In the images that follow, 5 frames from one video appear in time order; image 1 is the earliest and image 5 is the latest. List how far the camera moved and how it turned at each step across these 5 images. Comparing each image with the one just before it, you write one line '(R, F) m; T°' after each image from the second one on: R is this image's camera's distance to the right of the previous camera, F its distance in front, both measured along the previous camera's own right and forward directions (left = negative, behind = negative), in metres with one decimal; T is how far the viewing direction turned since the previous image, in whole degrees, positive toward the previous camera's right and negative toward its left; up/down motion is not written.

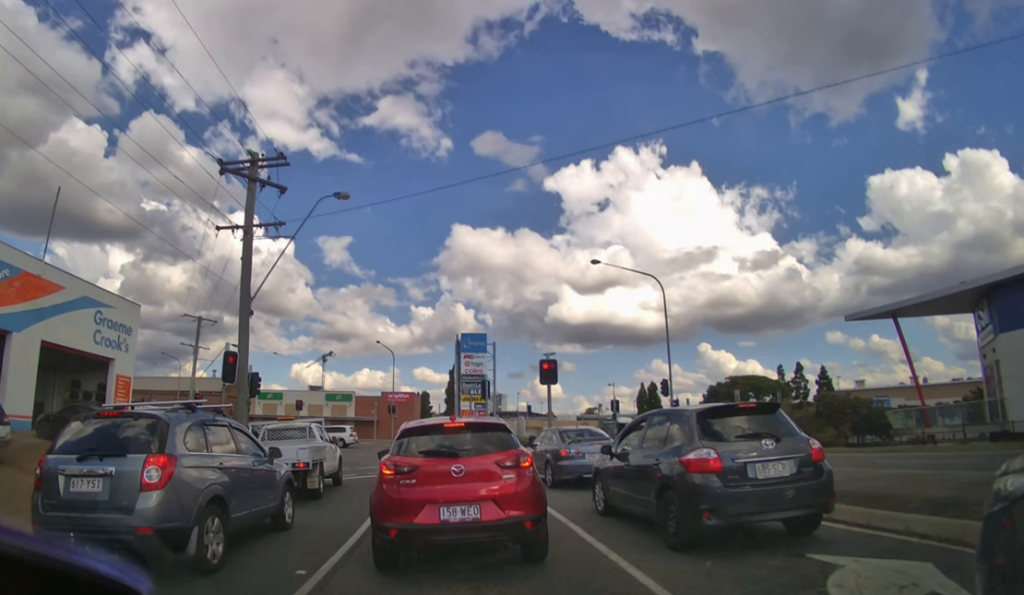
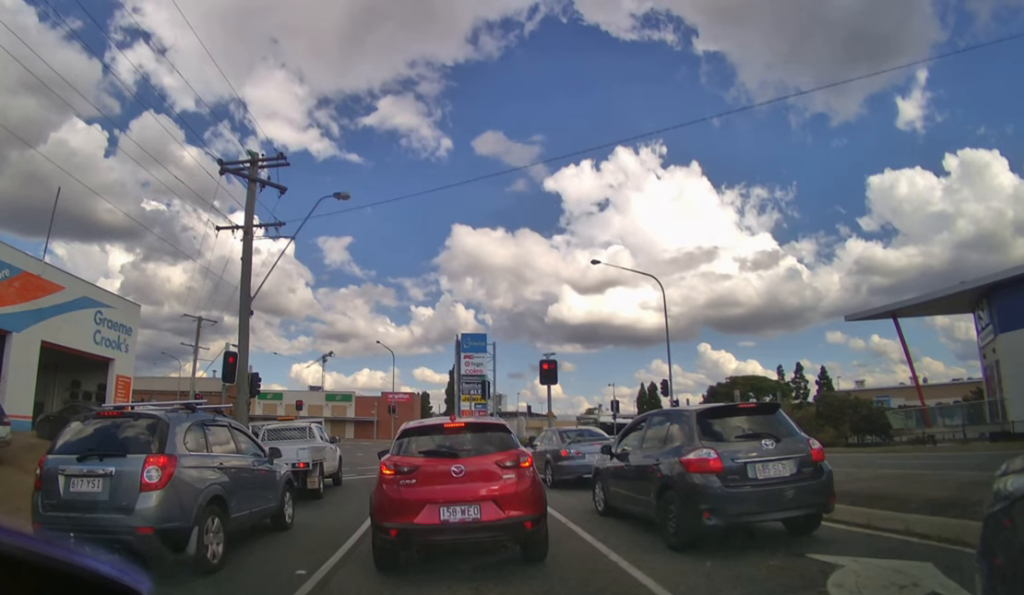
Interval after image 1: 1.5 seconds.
(0.0, +0.2) m; 0°
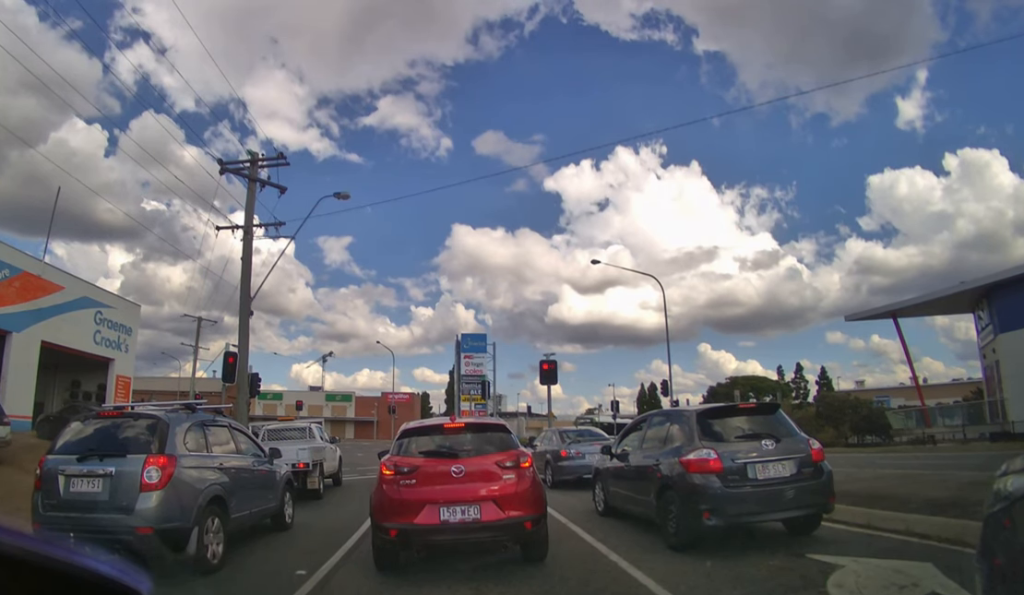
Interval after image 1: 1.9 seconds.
(0.0, 0.0) m; 0°
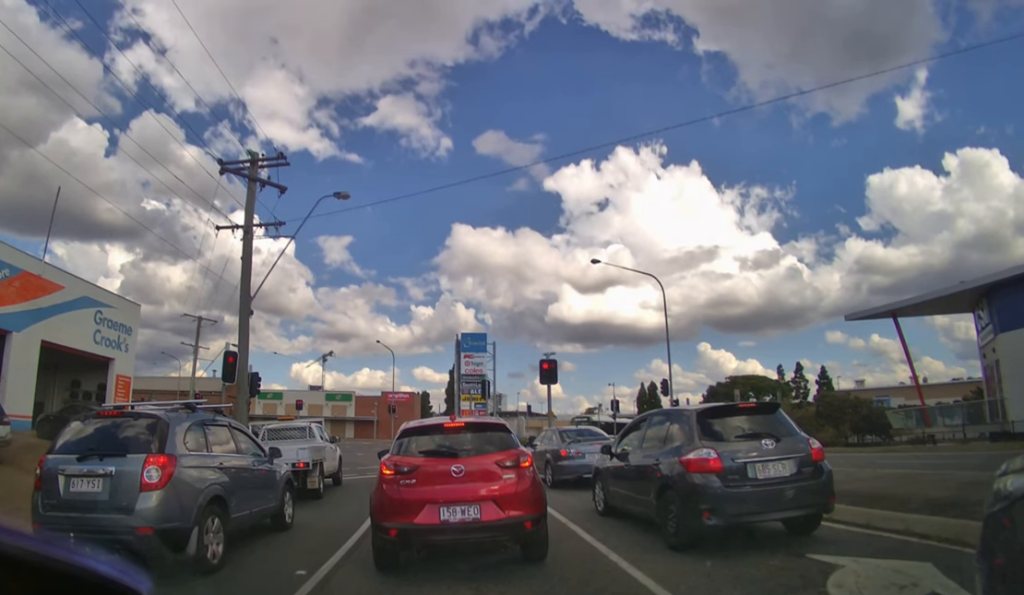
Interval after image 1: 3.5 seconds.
(0.0, +0.3) m; 0°
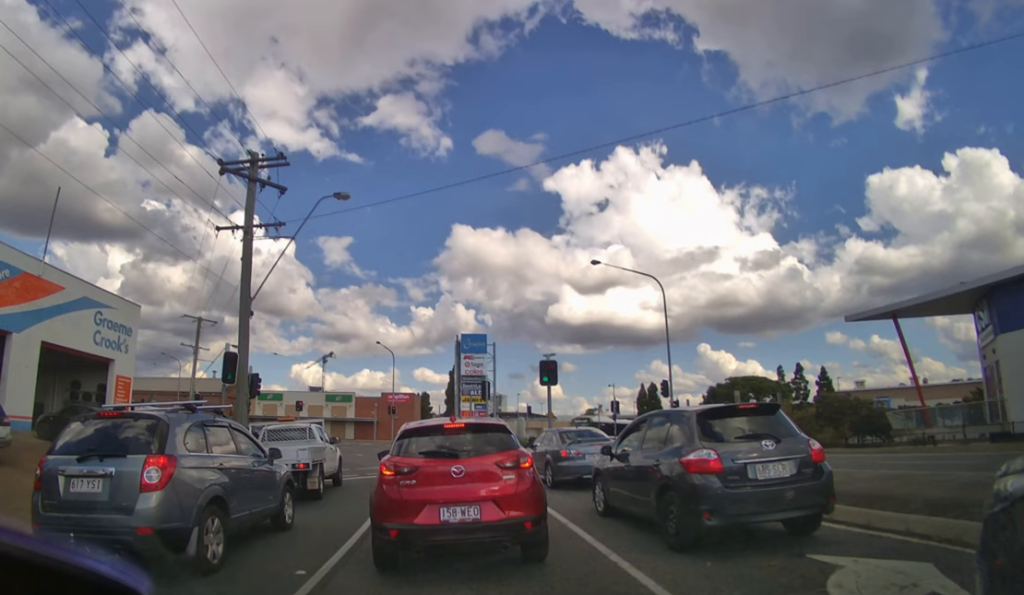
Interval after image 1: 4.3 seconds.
(0.0, 0.0) m; 0°
